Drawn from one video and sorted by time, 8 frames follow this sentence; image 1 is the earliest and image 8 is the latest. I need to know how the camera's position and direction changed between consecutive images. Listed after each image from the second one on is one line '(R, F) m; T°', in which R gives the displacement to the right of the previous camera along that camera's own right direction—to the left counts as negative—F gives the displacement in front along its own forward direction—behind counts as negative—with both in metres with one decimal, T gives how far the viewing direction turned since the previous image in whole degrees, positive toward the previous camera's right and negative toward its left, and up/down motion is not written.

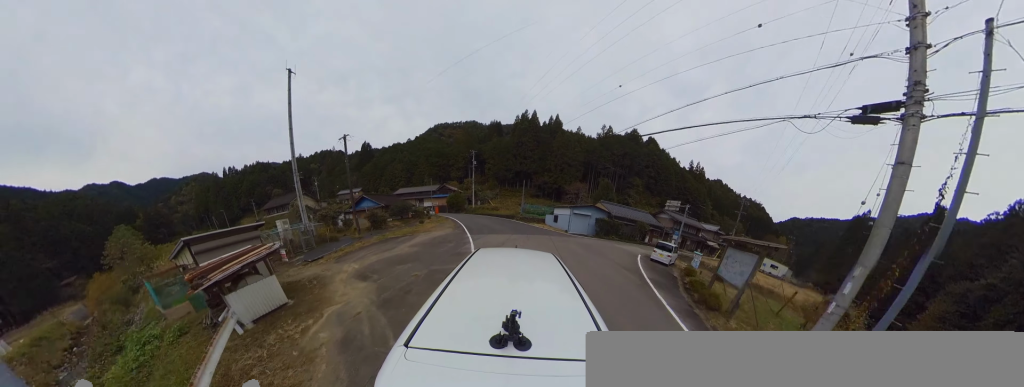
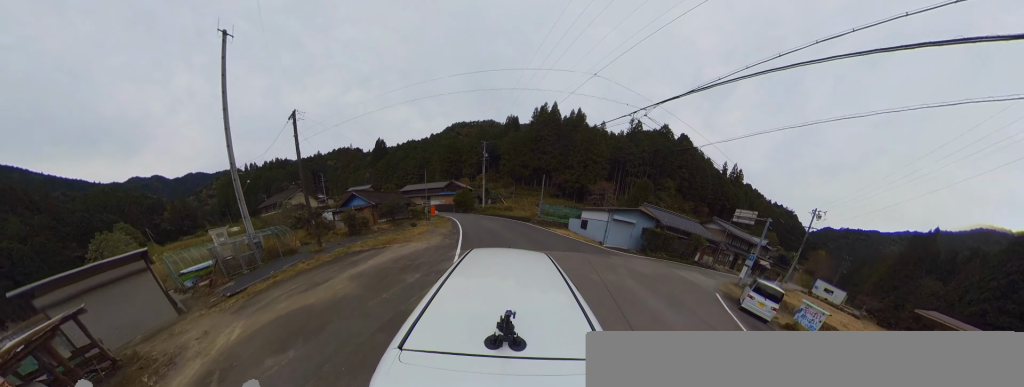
(-0.2, +5.5) m; -7°
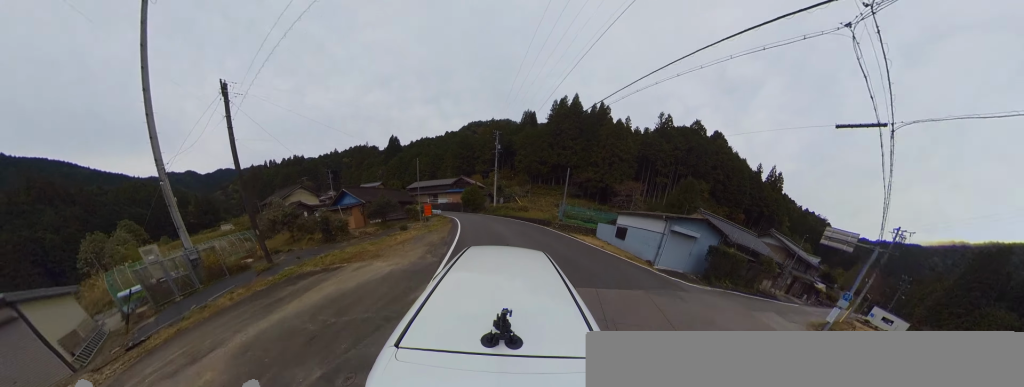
(+0.4, +4.2) m; -5°
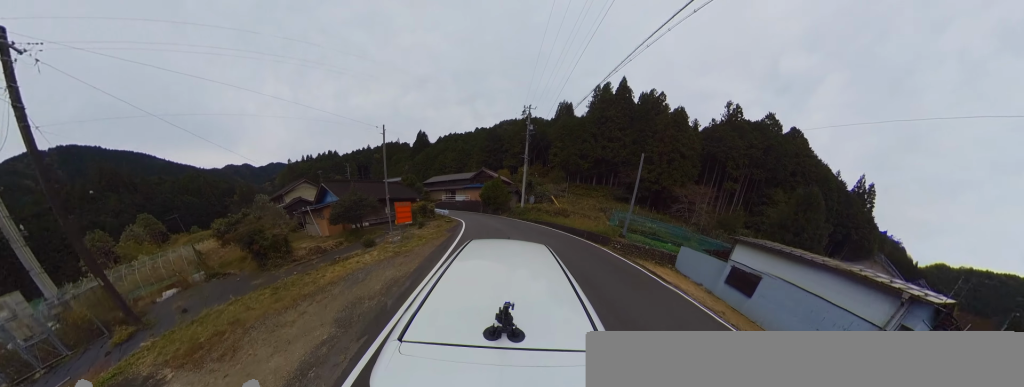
(-1.4, +7.1) m; -10°
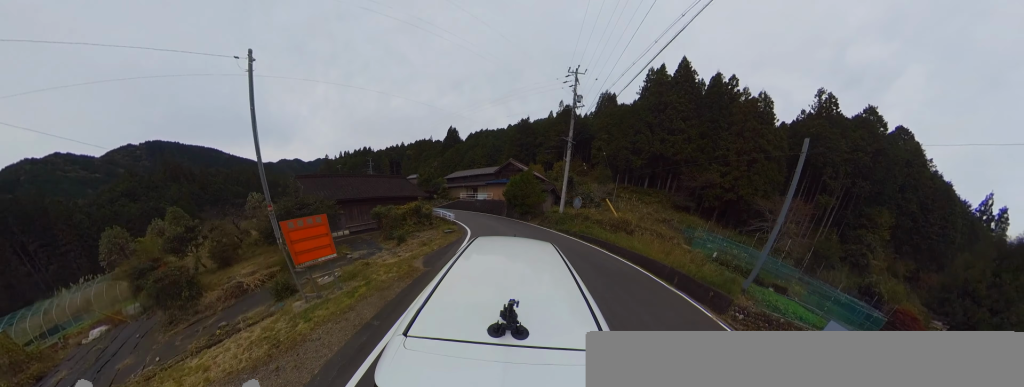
(-0.1, +6.3) m; -16°
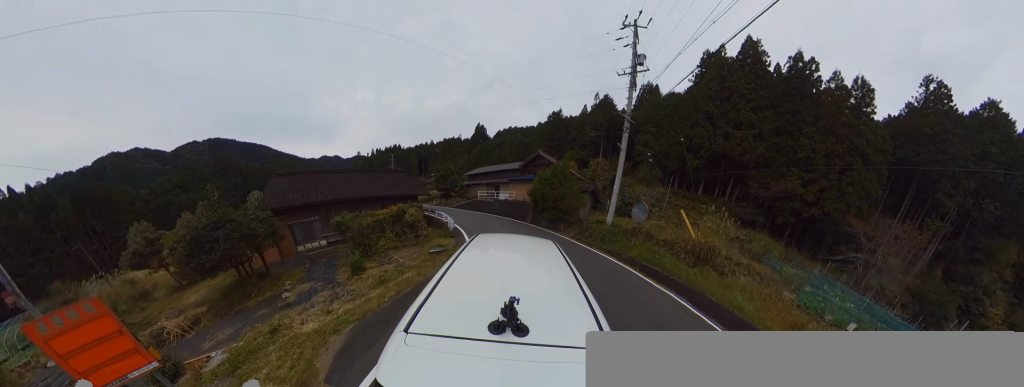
(-0.4, +4.3) m; -12°
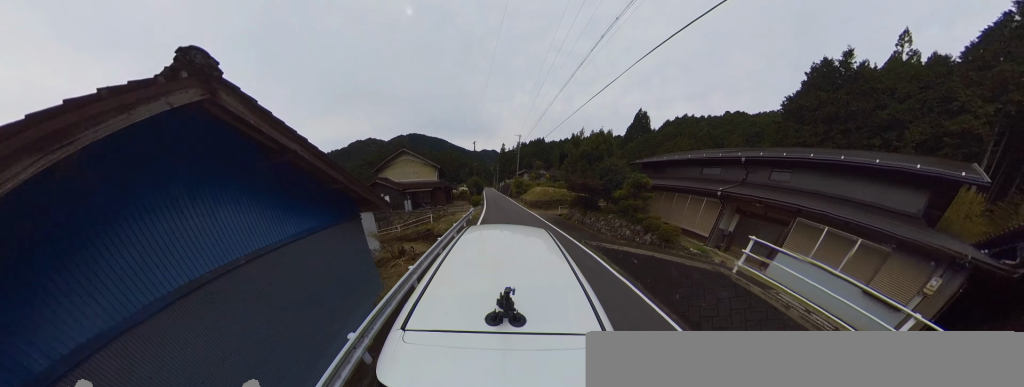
(-6.7, +18.5) m; -28°
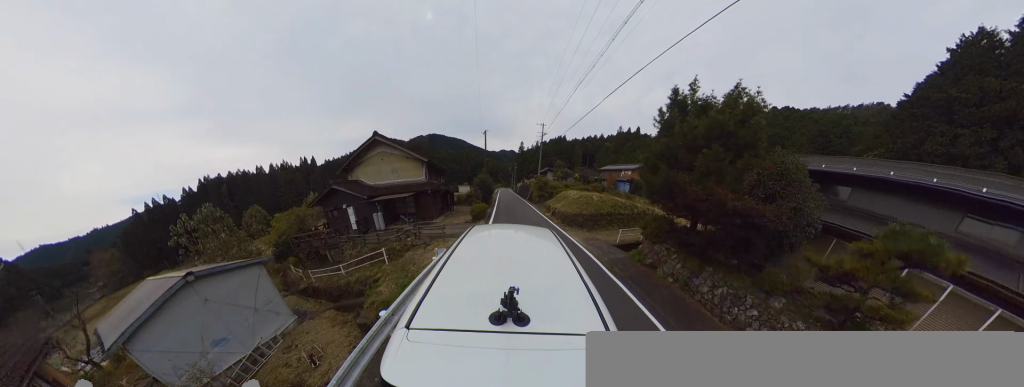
(0.0, +7.7) m; +1°
